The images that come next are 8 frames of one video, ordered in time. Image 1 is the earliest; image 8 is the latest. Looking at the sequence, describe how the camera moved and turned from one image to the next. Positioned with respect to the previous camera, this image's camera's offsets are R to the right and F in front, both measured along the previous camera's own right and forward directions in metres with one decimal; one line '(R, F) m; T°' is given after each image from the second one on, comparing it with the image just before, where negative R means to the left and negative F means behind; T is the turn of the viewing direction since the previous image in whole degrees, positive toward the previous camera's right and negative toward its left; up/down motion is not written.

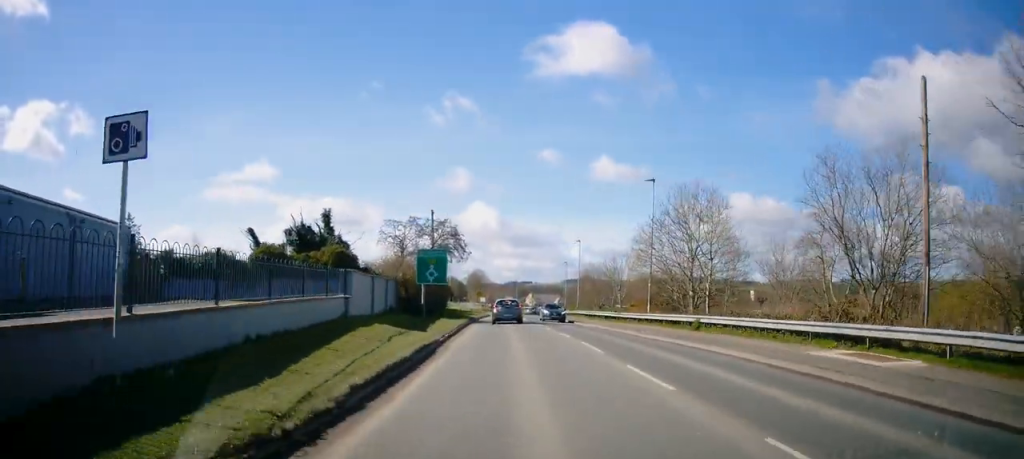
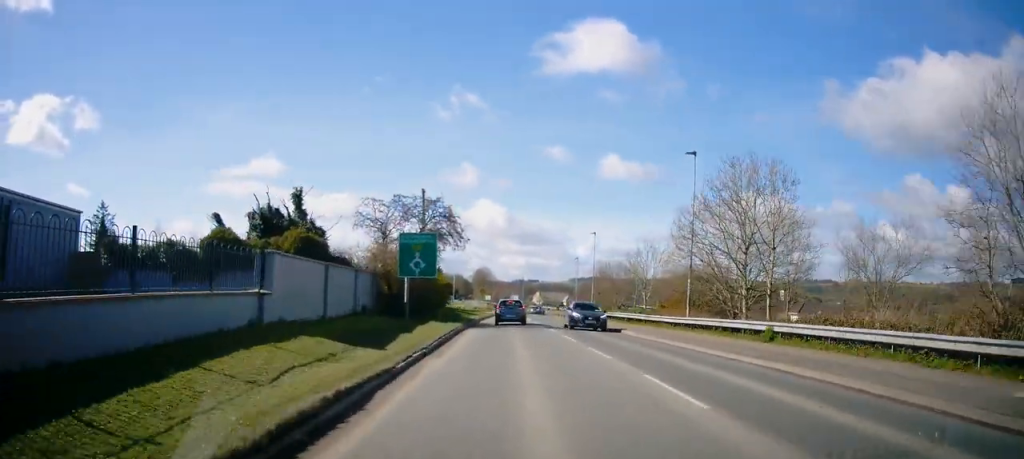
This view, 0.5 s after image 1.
(-0.2, +7.5) m; 0°
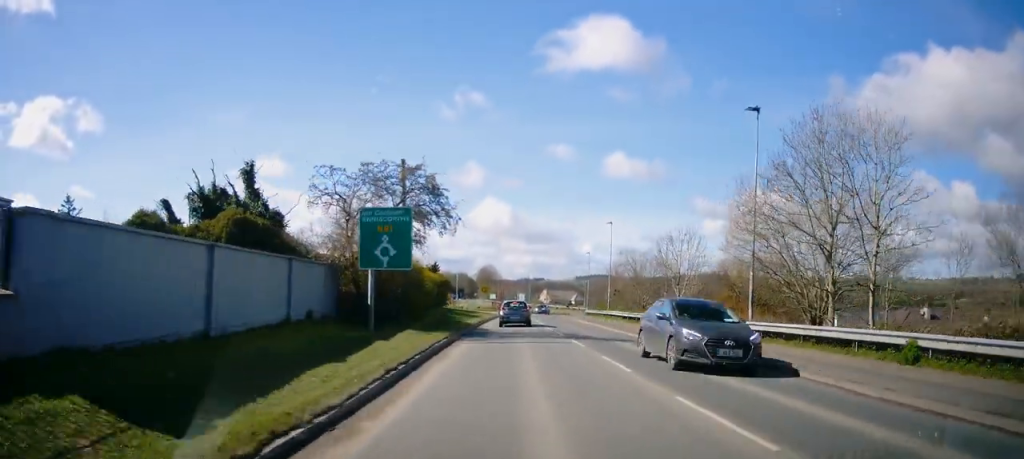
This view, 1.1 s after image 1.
(-0.1, +7.9) m; 0°
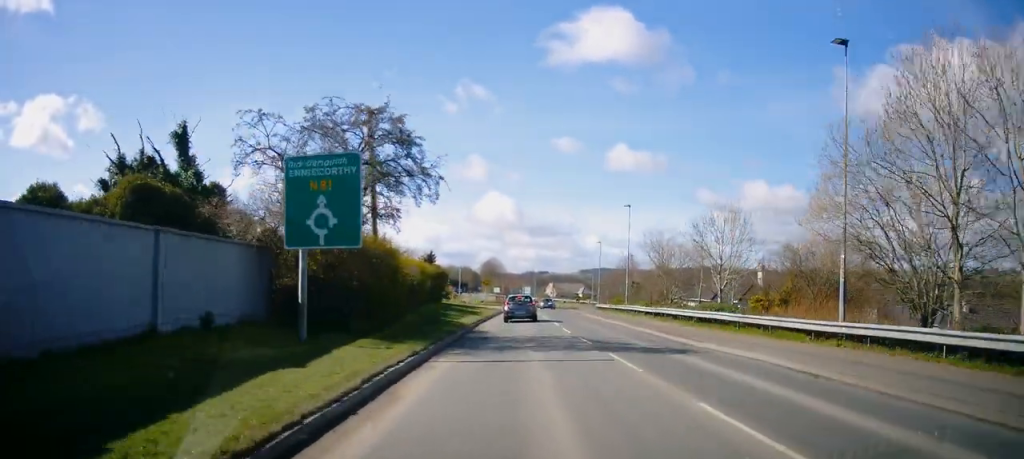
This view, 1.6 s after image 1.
(+0.2, +6.8) m; 0°
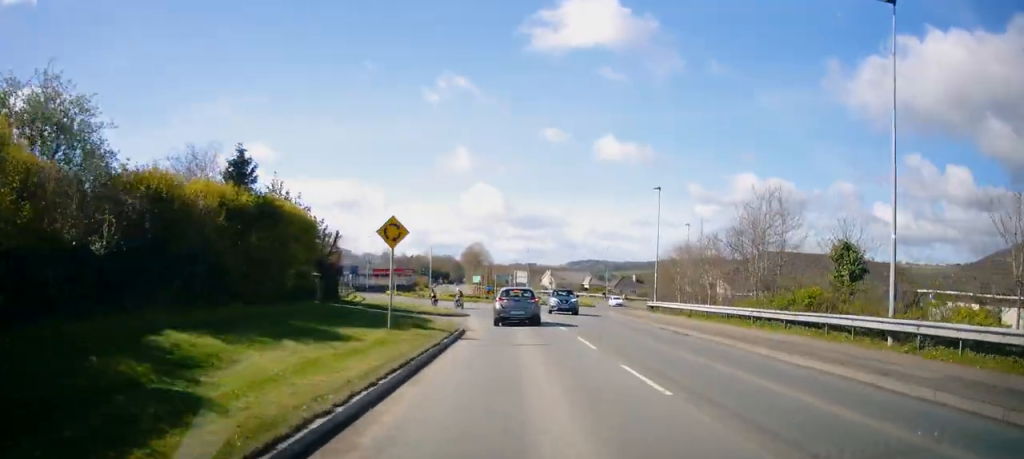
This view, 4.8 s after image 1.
(-0.3, +38.0) m; +1°
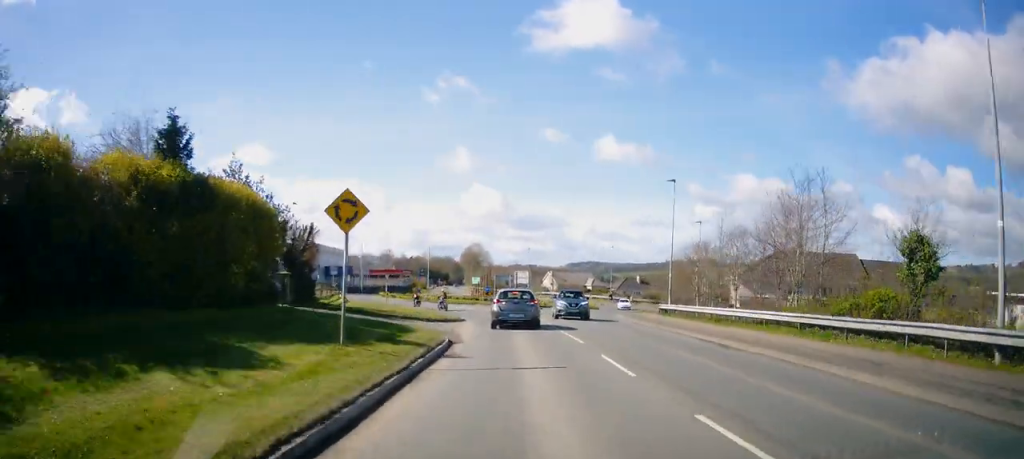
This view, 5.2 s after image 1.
(0.0, +4.0) m; -1°
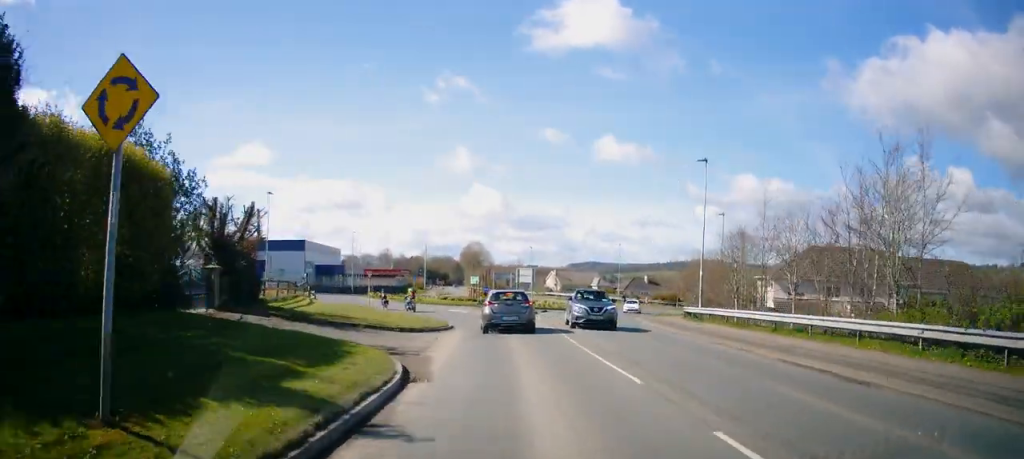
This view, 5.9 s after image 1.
(-0.2, +6.5) m; -2°
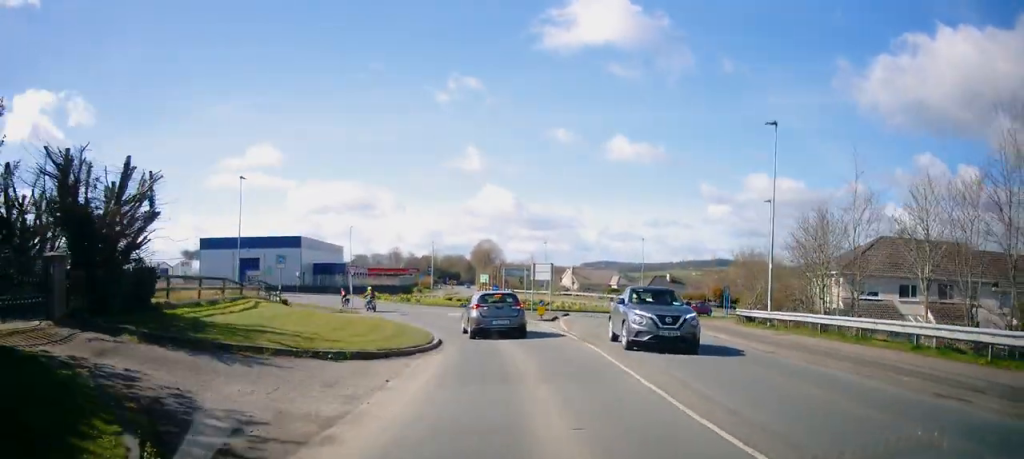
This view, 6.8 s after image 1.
(-0.1, +7.9) m; +2°
